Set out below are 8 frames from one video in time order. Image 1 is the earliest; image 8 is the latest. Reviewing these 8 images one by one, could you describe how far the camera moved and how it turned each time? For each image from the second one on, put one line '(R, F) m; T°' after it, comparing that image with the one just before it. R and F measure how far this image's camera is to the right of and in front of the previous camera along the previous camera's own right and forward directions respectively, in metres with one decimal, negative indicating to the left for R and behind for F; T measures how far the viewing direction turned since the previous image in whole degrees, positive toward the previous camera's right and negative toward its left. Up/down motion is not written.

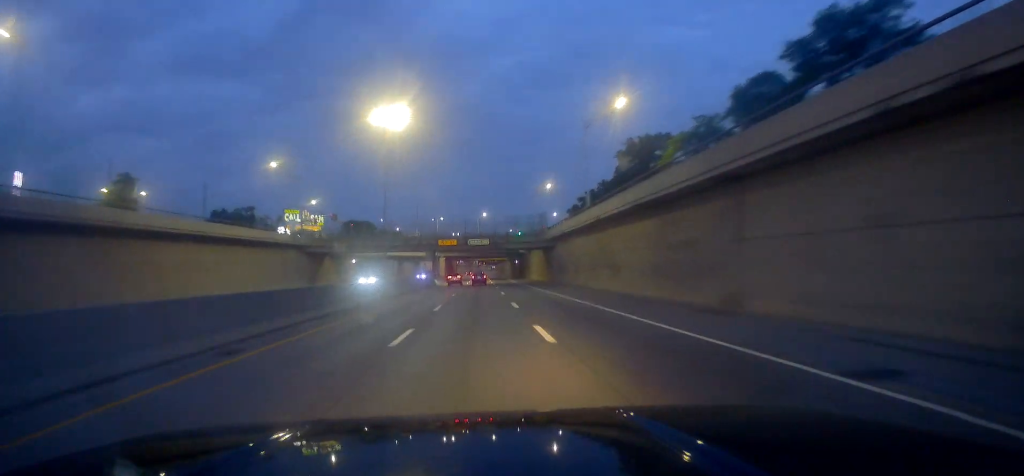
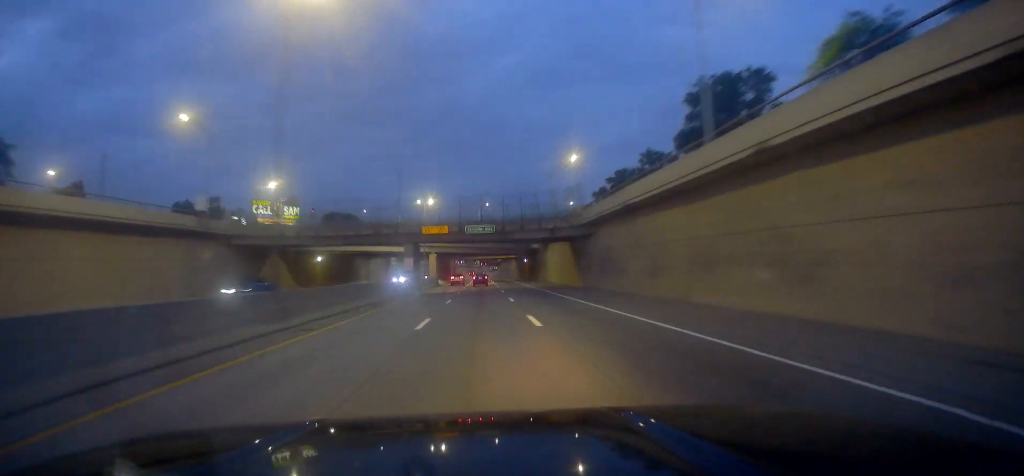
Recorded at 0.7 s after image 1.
(0.0, +24.3) m; 0°
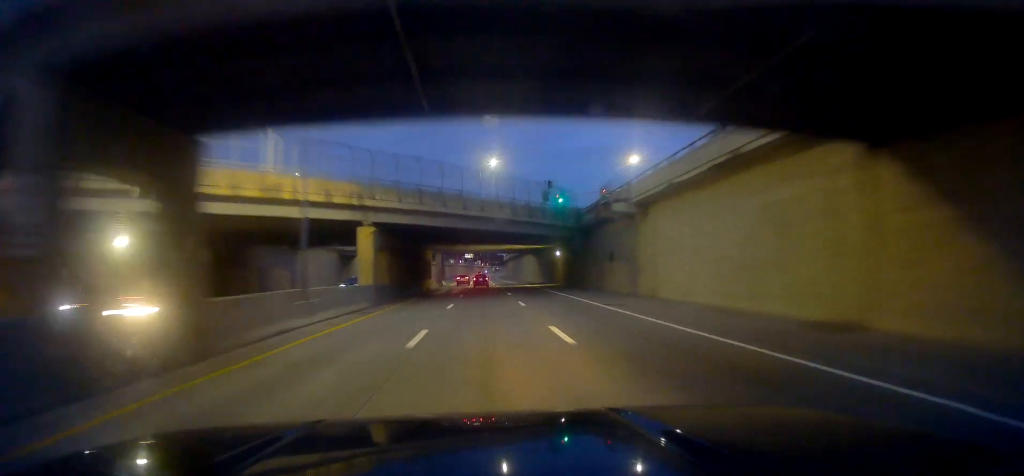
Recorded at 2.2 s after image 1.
(-0.5, +49.4) m; -1°
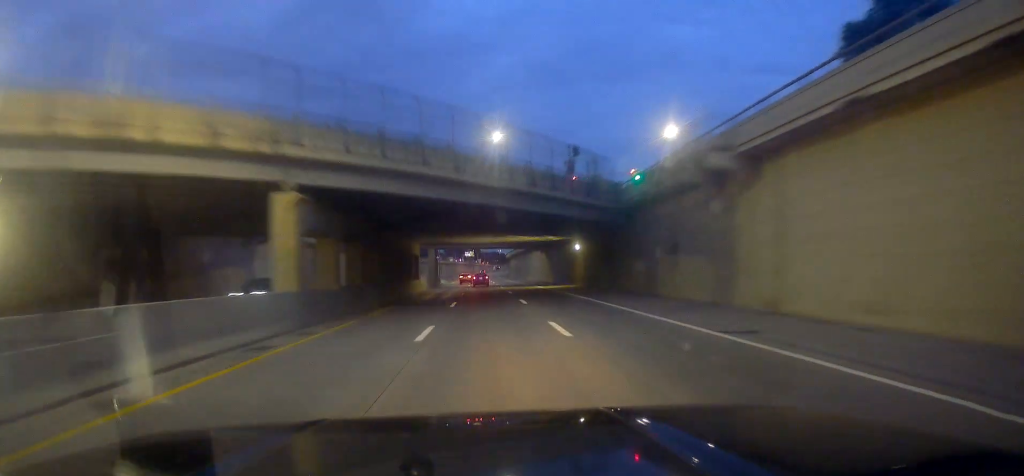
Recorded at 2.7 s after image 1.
(-0.1, +14.2) m; 0°
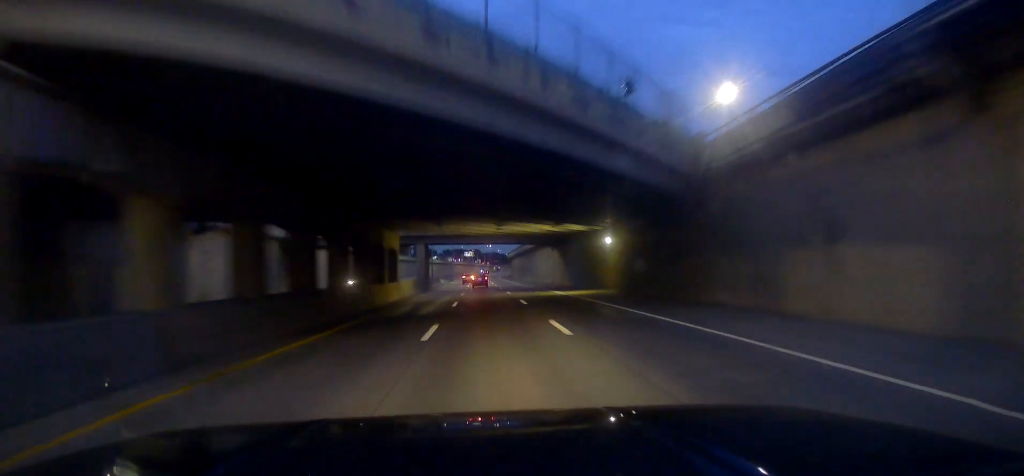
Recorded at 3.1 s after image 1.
(0.0, +14.2) m; 0°
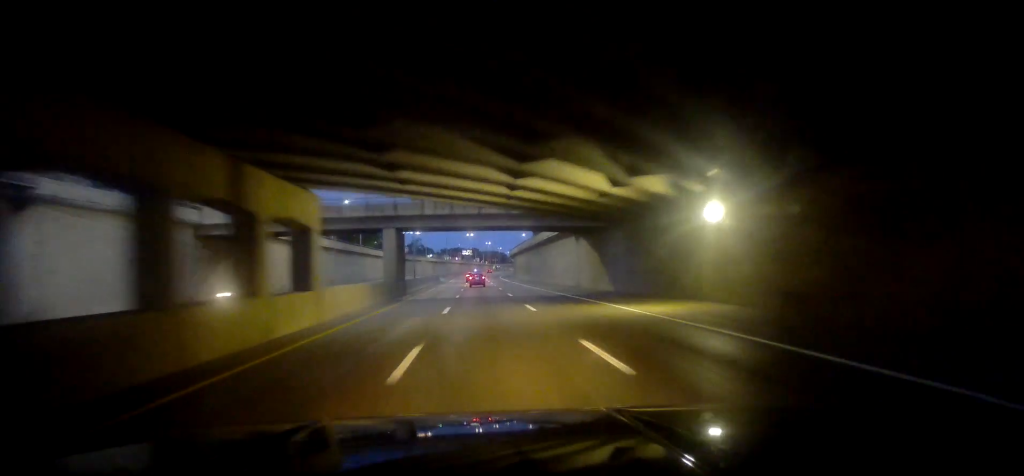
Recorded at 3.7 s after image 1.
(+0.2, +20.8) m; 0°
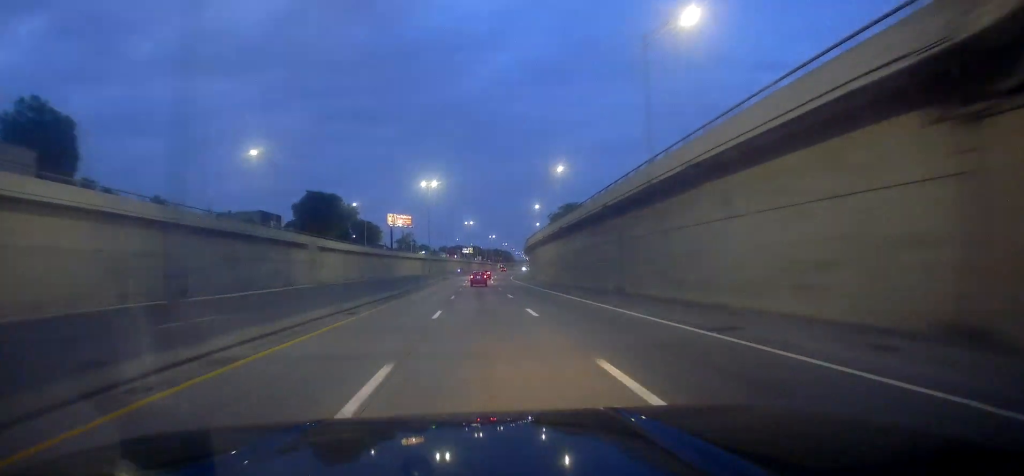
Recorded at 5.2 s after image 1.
(+0.1, +48.6) m; 0°
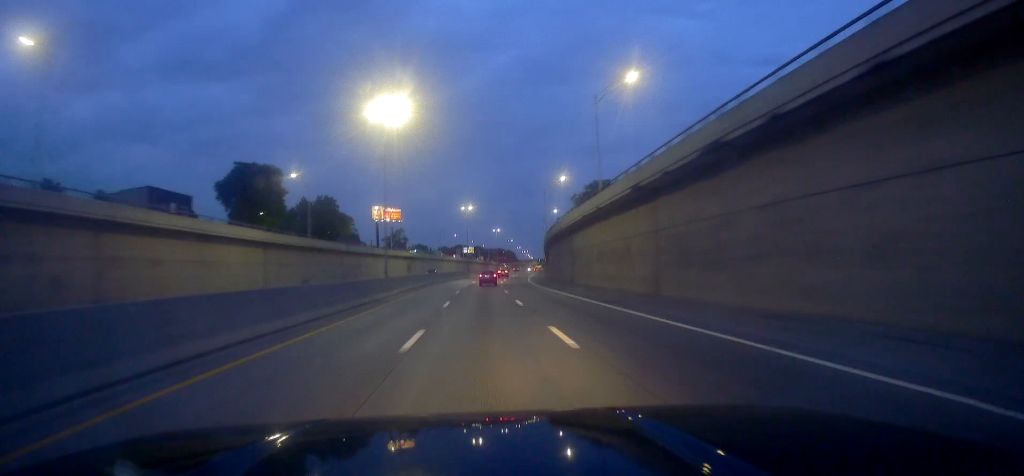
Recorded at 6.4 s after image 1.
(0.0, +40.0) m; -1°
